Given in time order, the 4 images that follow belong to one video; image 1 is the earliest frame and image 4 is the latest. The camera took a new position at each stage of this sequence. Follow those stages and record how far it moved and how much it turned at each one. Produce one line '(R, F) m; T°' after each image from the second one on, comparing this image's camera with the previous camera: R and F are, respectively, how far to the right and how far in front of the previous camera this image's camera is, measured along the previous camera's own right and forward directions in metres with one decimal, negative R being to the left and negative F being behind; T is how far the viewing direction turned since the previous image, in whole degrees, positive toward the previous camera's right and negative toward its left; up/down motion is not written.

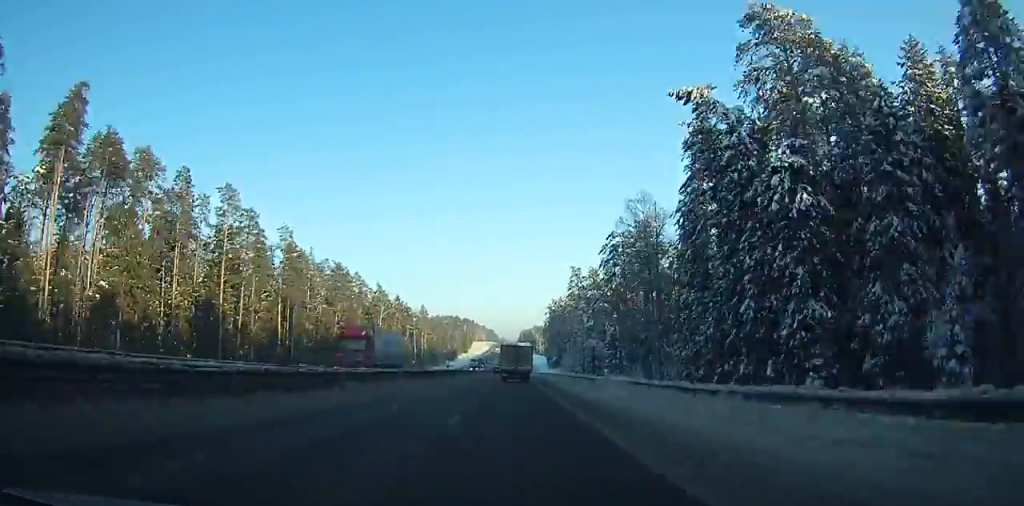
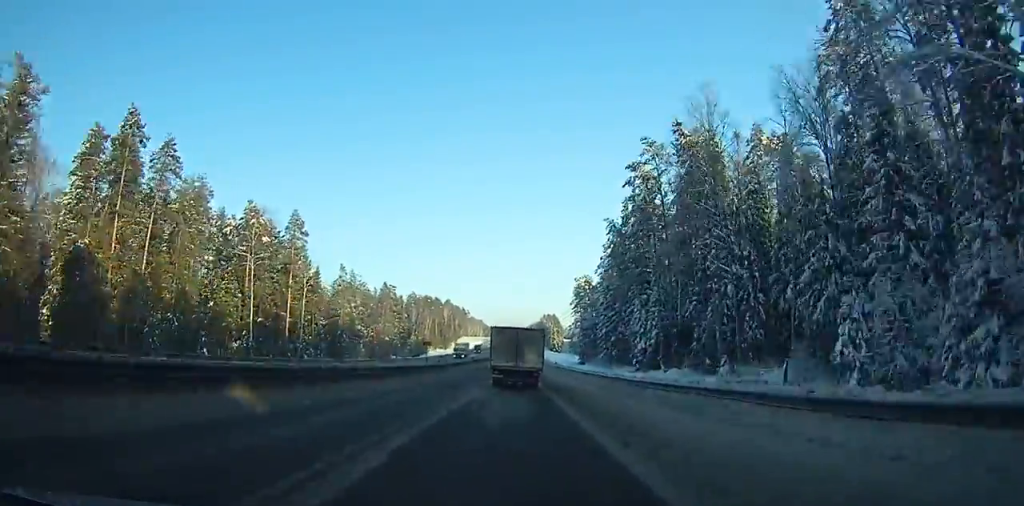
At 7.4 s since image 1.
(-1.3, +182.6) m; 0°
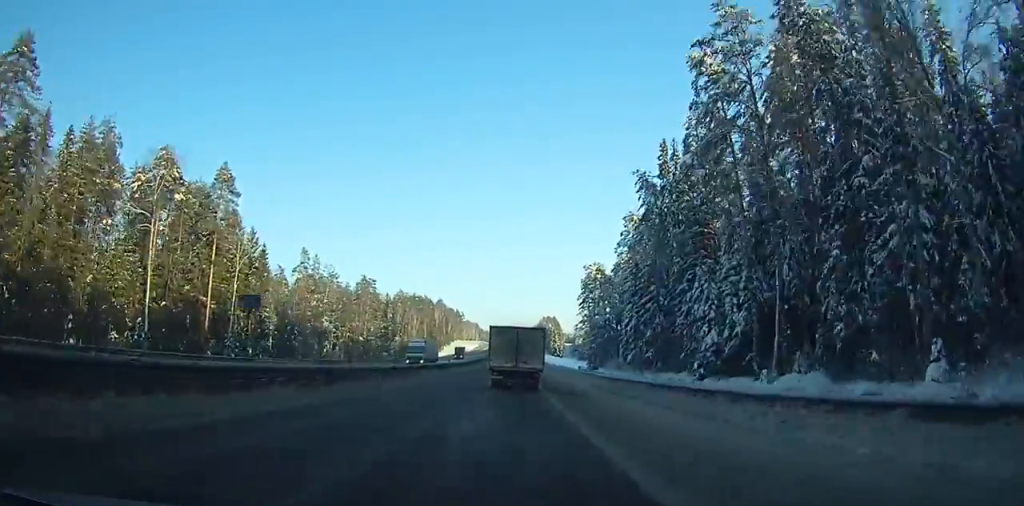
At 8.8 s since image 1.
(-0.2, +33.1) m; +1°
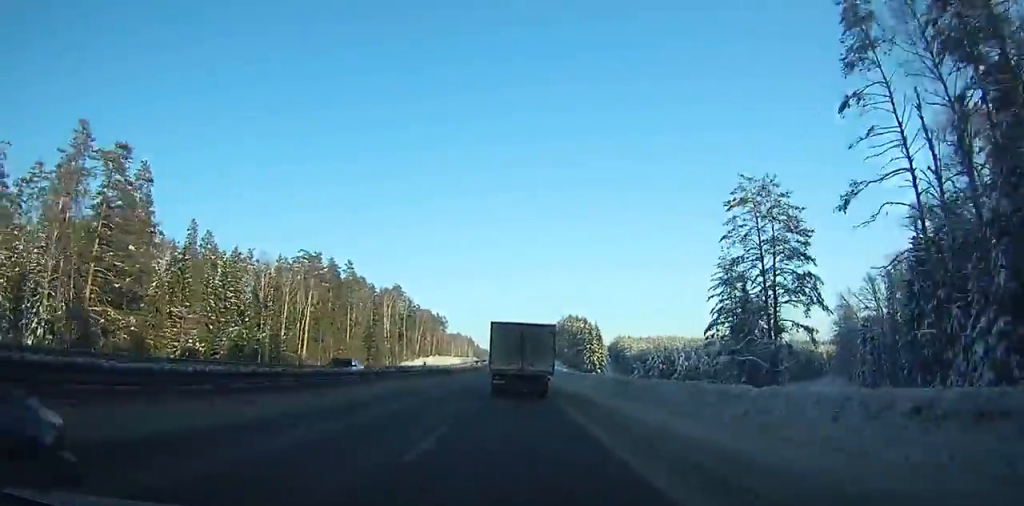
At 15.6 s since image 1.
(+5.9, +153.7) m; -4°
